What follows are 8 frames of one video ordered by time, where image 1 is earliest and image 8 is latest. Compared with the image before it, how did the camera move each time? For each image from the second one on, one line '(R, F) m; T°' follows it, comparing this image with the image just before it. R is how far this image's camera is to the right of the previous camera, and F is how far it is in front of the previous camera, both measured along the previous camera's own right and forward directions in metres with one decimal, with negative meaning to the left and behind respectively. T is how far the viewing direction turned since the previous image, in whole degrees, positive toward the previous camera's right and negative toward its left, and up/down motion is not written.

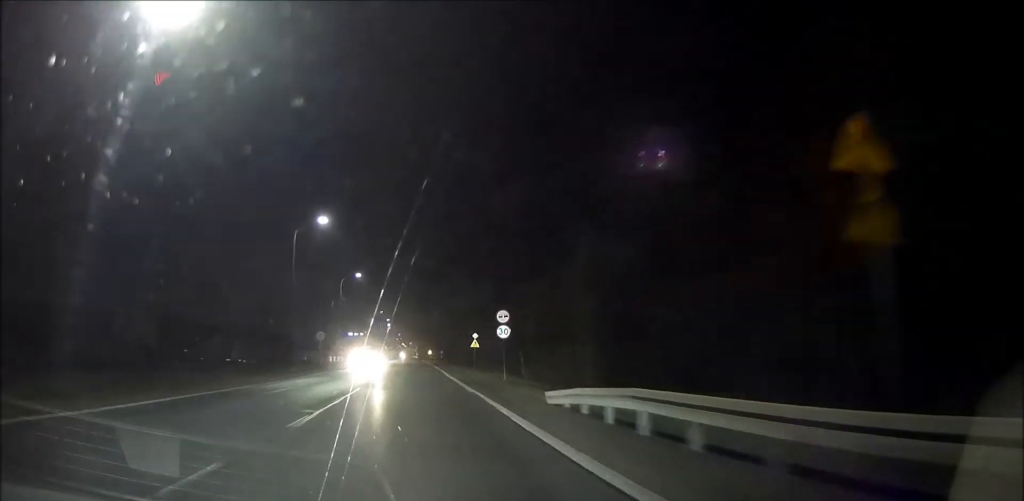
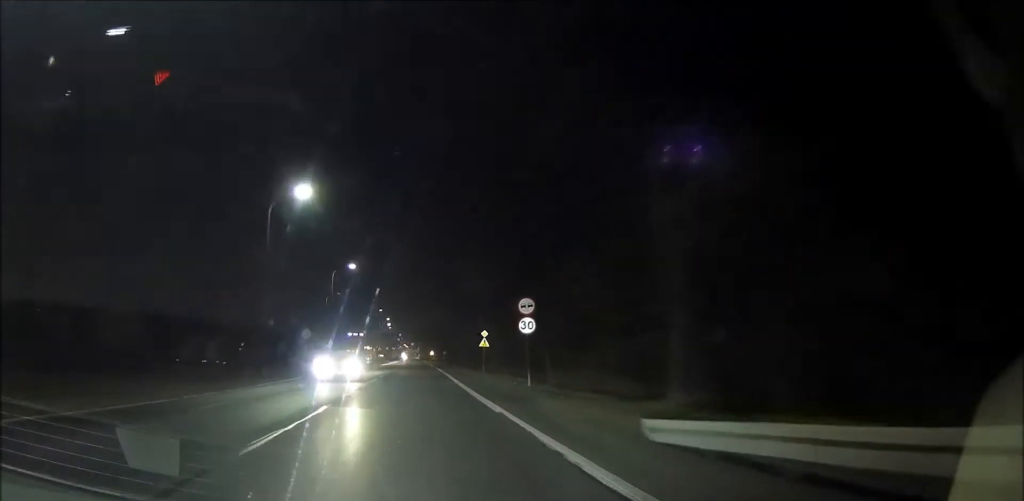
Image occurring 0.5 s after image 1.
(0.0, +8.2) m; 0°
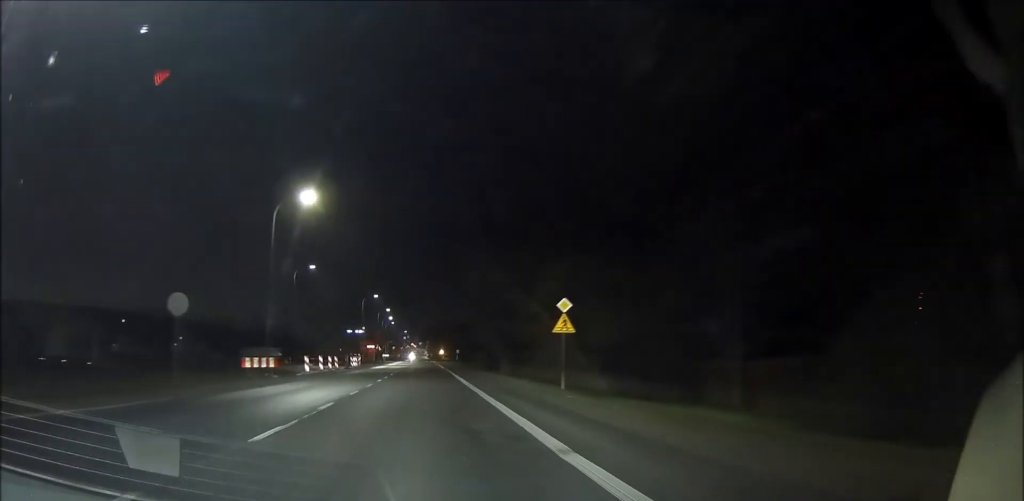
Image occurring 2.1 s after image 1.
(-0.3, +29.2) m; -1°
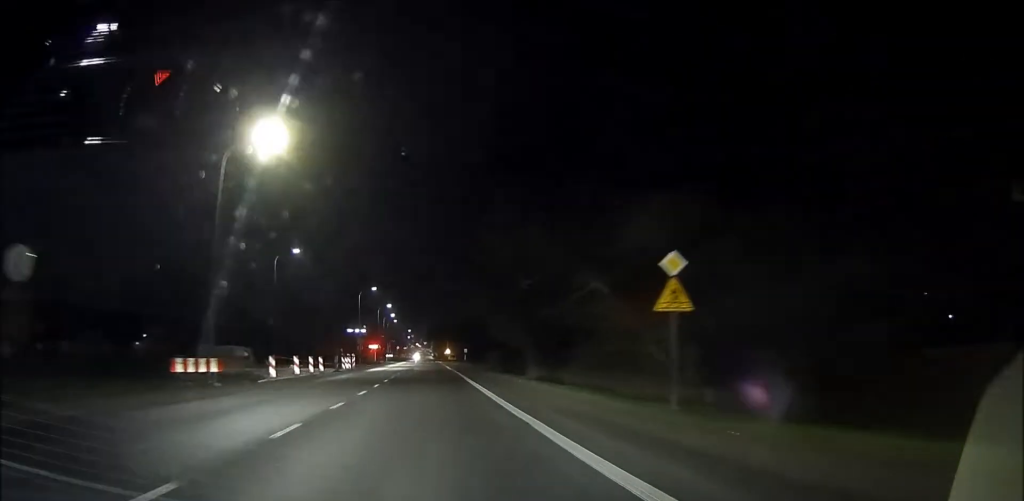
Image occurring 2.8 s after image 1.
(-0.1, +11.0) m; 0°
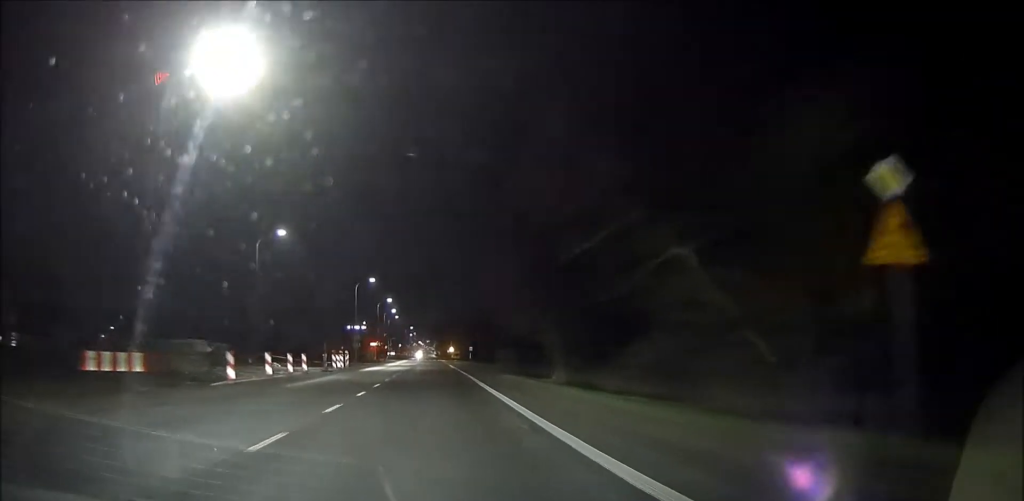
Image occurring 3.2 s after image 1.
(0.0, +7.5) m; 0°
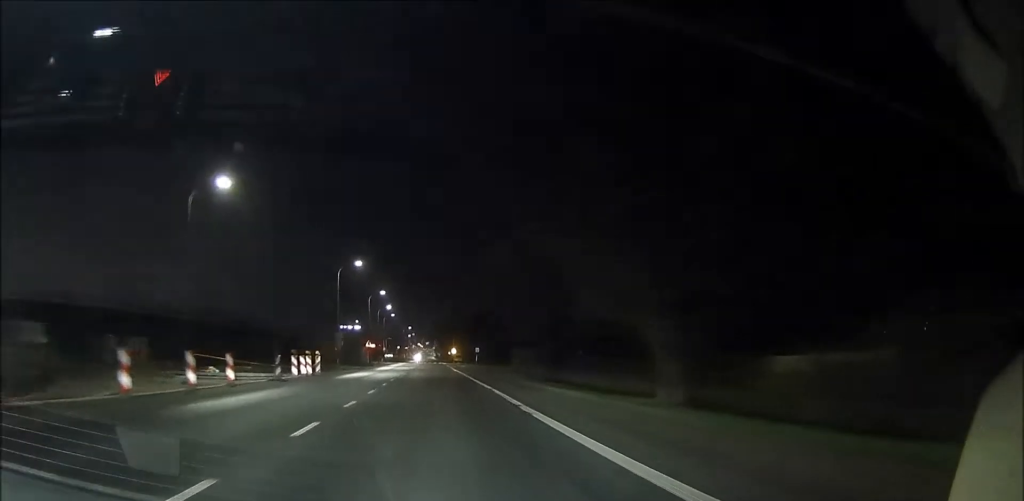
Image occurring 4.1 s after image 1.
(+0.1, +15.5) m; 0°
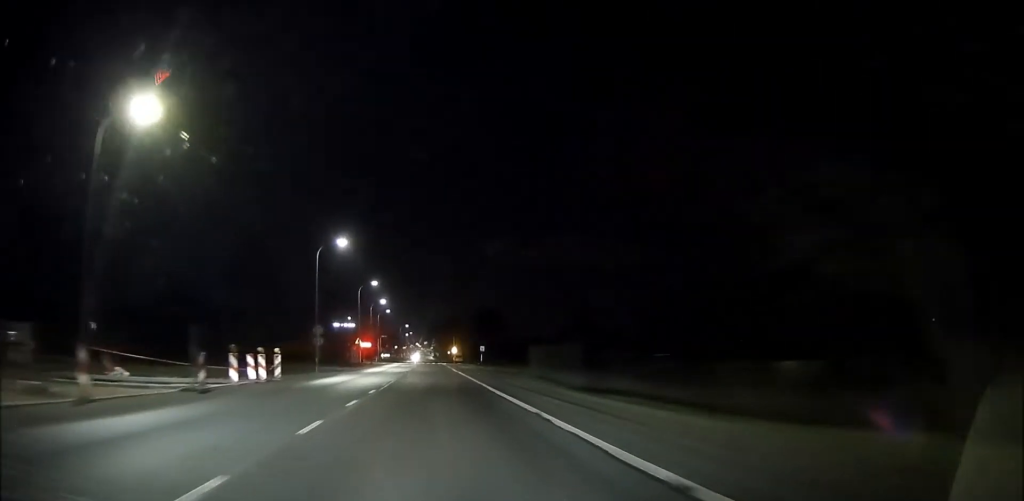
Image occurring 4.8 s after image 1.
(0.0, +11.4) m; 0°
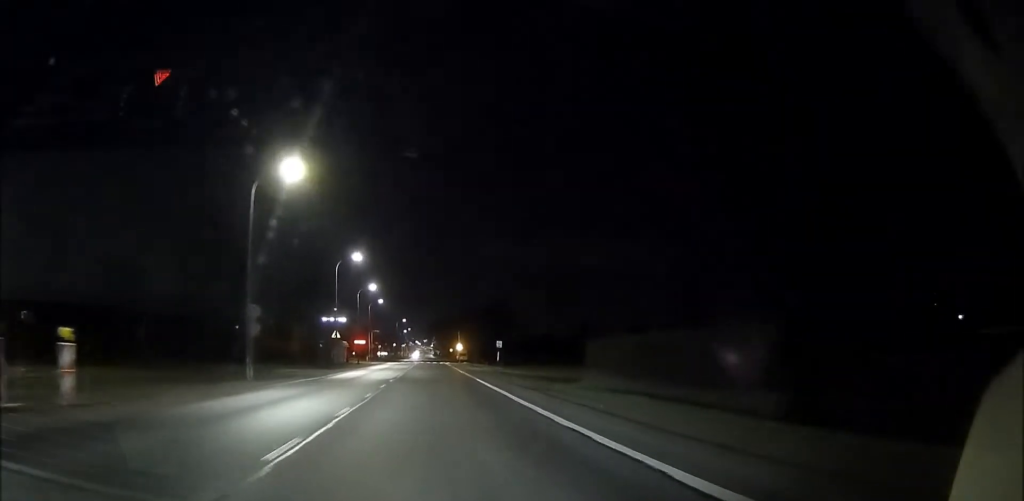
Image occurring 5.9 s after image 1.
(0.0, +19.7) m; +1°
